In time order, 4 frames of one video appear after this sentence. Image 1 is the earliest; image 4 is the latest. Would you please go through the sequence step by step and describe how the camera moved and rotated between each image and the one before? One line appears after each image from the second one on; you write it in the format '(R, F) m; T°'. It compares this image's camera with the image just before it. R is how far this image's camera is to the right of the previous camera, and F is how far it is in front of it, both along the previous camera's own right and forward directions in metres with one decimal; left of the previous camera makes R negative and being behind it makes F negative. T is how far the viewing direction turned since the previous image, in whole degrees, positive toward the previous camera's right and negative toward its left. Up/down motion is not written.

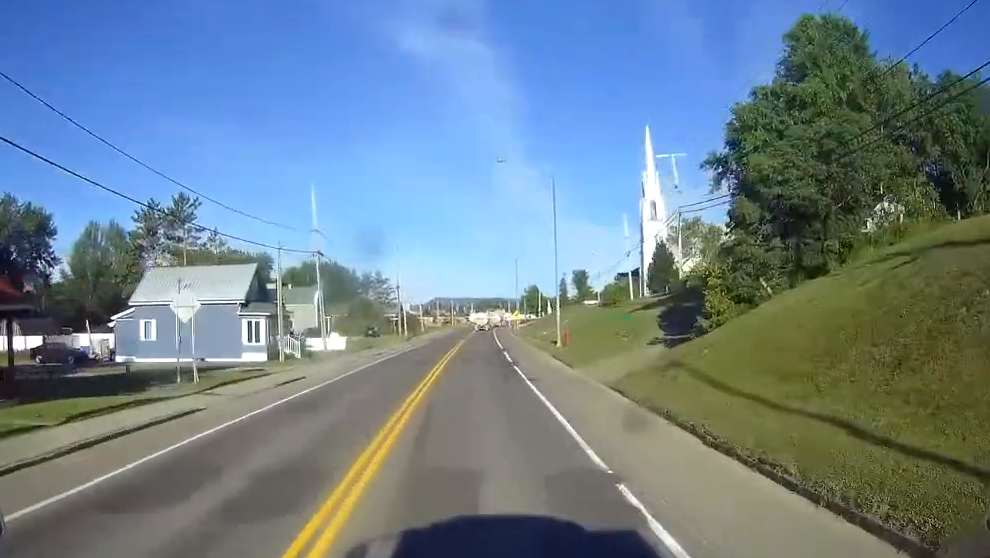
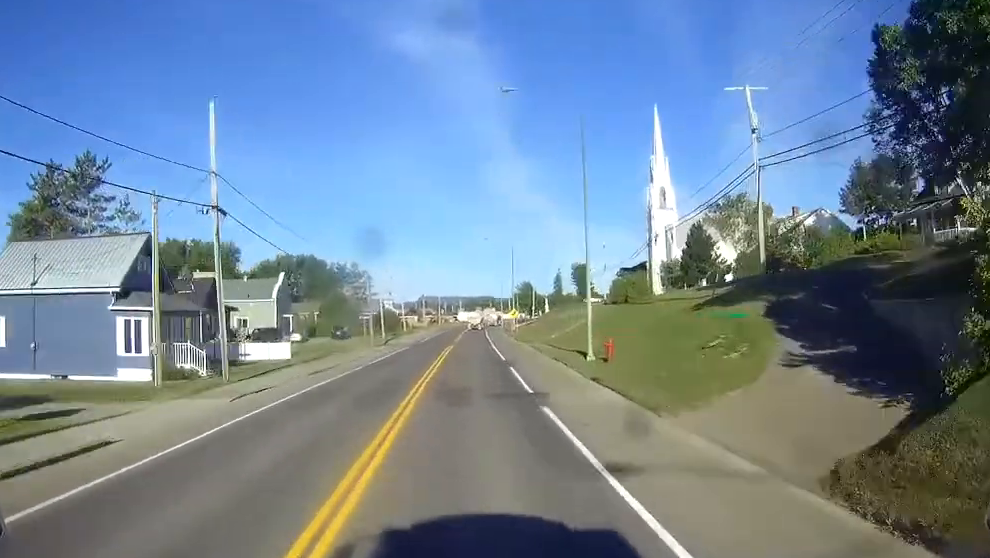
(+0.2, +19.5) m; +1°
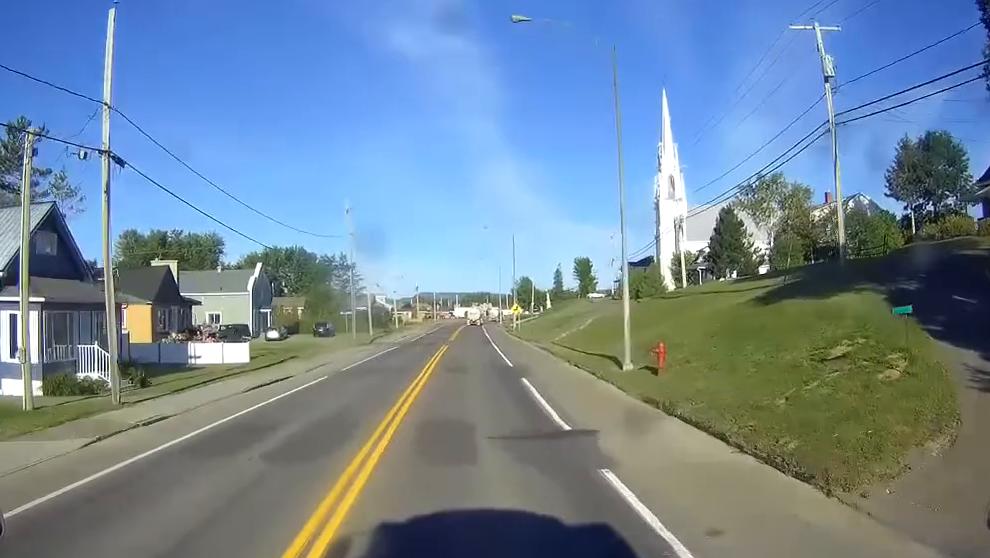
(+0.1, +10.0) m; 0°
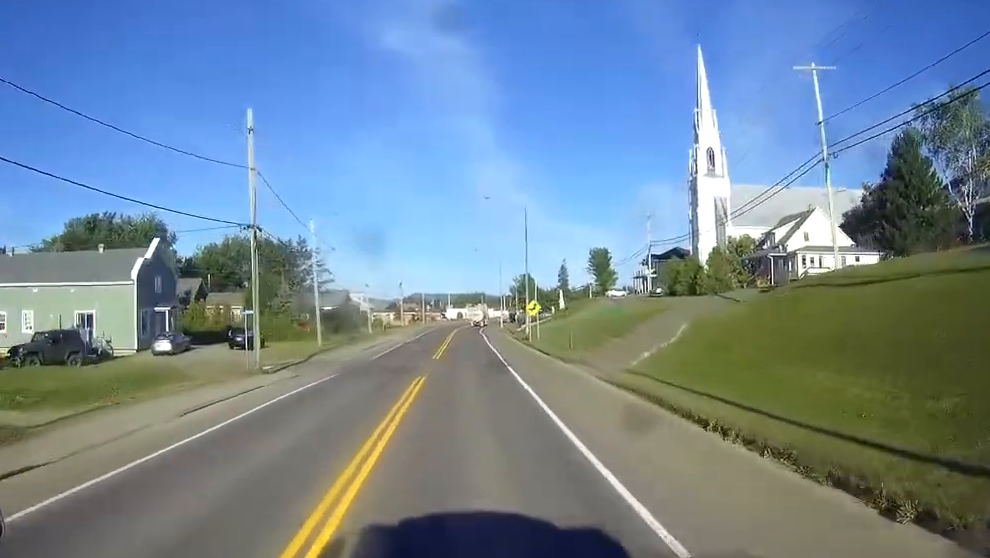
(+0.1, +30.6) m; 0°
